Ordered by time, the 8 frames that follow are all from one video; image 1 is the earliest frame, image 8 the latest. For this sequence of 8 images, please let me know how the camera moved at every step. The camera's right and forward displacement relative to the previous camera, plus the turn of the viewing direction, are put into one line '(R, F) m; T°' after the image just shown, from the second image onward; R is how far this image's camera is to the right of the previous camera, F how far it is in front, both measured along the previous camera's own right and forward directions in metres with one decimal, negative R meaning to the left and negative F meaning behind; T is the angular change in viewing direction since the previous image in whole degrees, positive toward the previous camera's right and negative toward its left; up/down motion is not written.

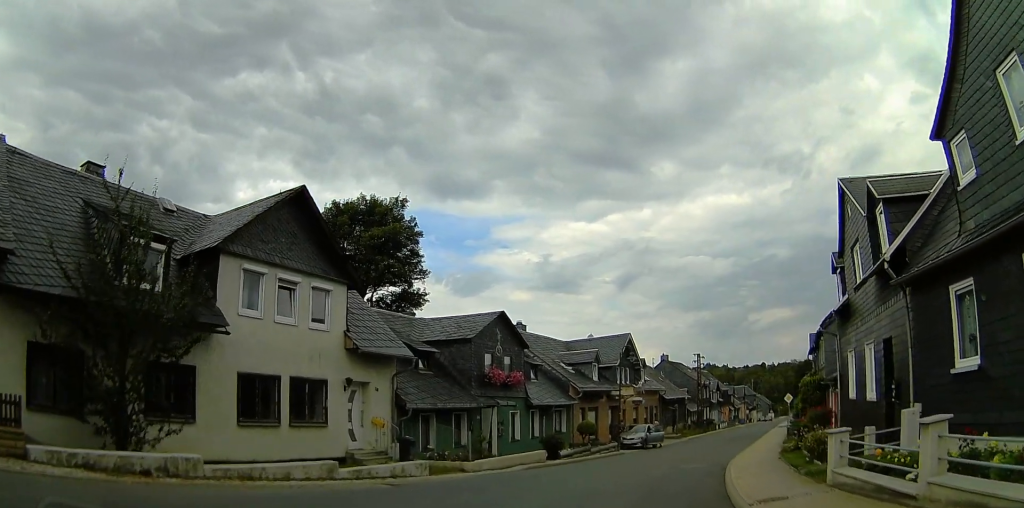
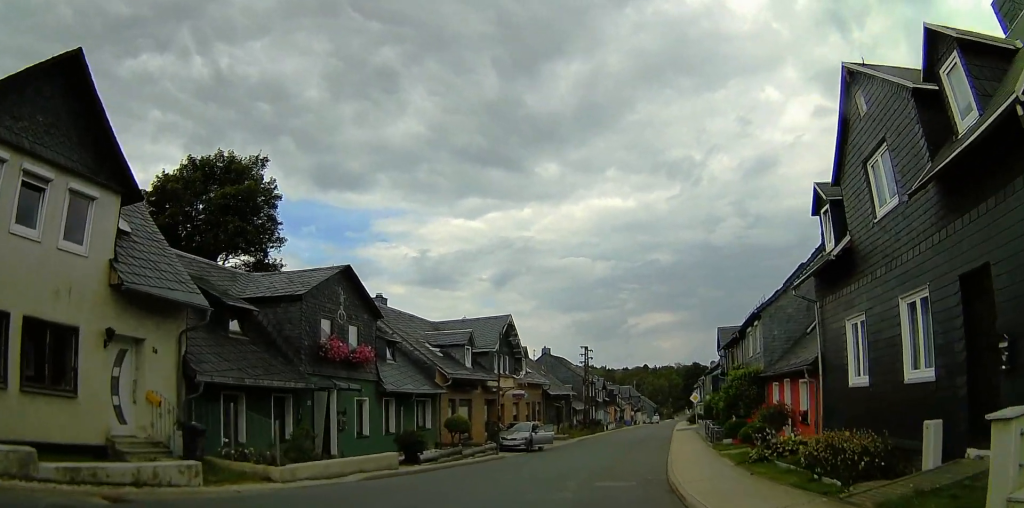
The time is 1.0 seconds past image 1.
(+0.1, +5.4) m; +7°
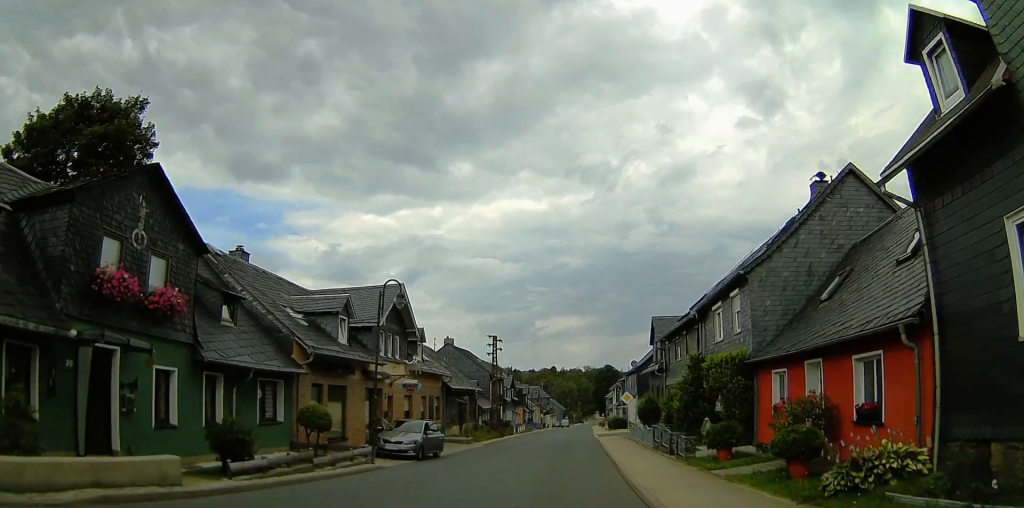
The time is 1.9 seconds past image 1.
(+0.6, +6.5) m; +9°
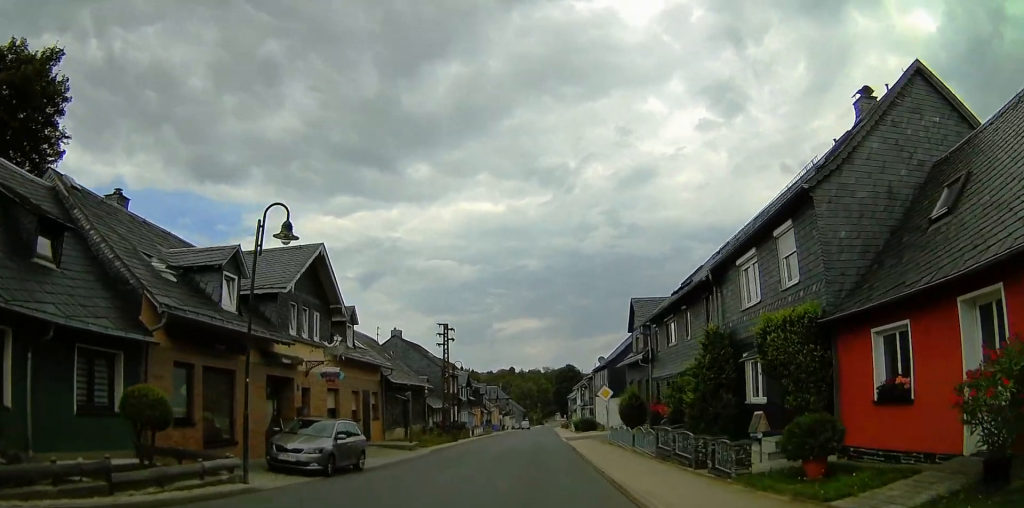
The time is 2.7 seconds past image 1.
(+0.4, +6.2) m; +4°
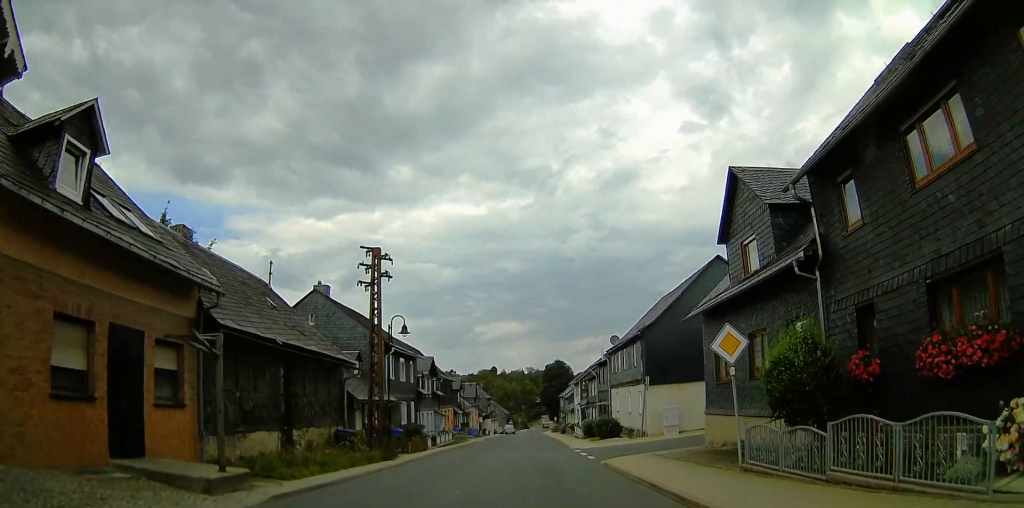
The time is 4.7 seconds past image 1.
(+0.4, +17.8) m; +2°
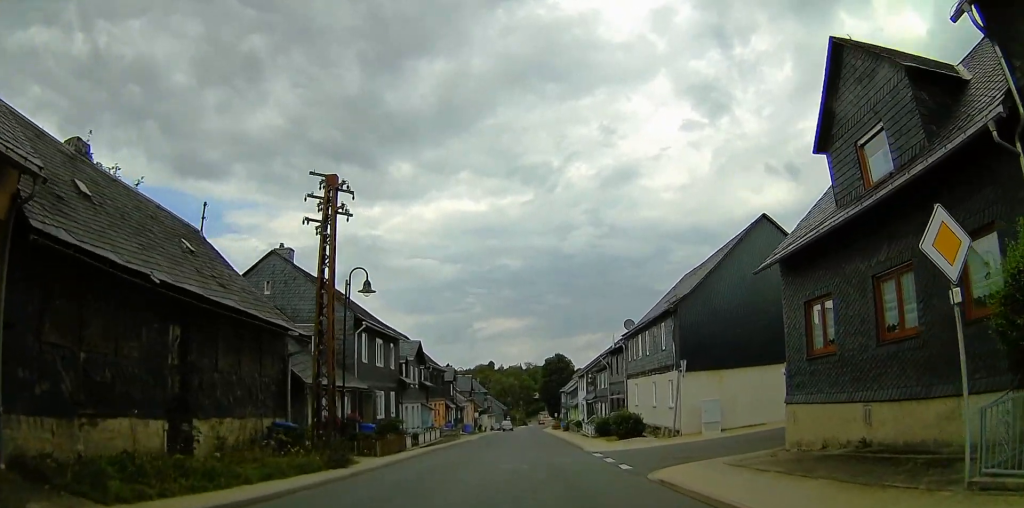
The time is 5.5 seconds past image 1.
(0.0, +6.2) m; +1°
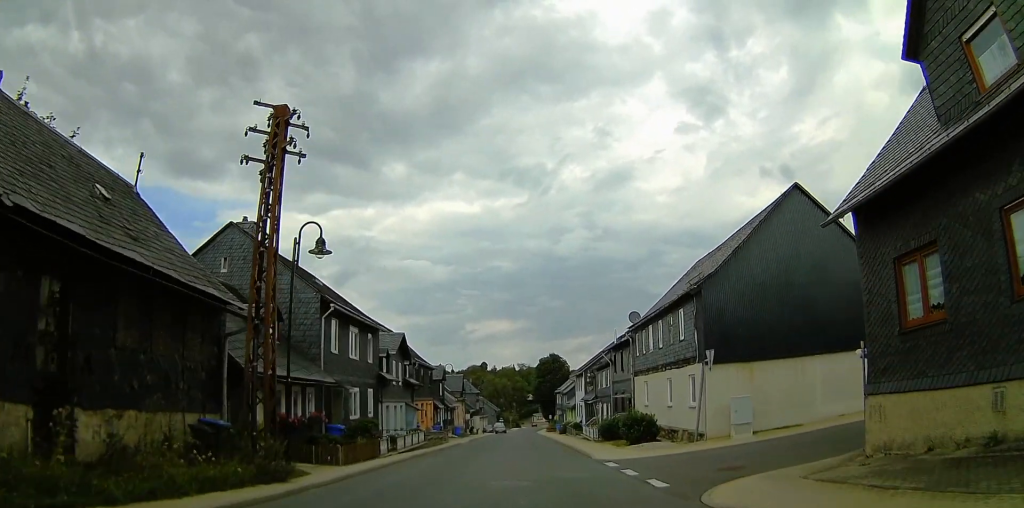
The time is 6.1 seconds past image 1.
(0.0, +4.0) m; +1°
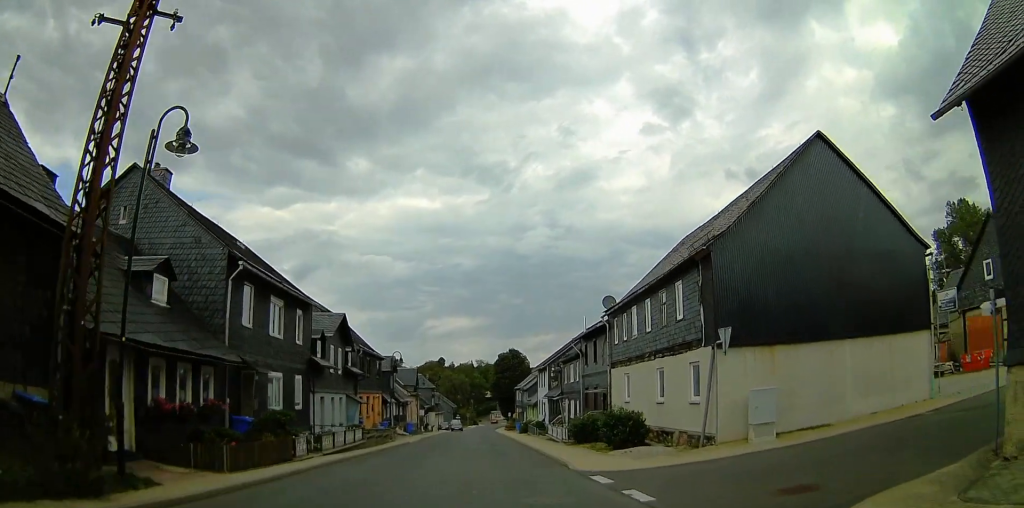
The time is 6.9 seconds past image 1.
(0.0, +5.0) m; +6°
